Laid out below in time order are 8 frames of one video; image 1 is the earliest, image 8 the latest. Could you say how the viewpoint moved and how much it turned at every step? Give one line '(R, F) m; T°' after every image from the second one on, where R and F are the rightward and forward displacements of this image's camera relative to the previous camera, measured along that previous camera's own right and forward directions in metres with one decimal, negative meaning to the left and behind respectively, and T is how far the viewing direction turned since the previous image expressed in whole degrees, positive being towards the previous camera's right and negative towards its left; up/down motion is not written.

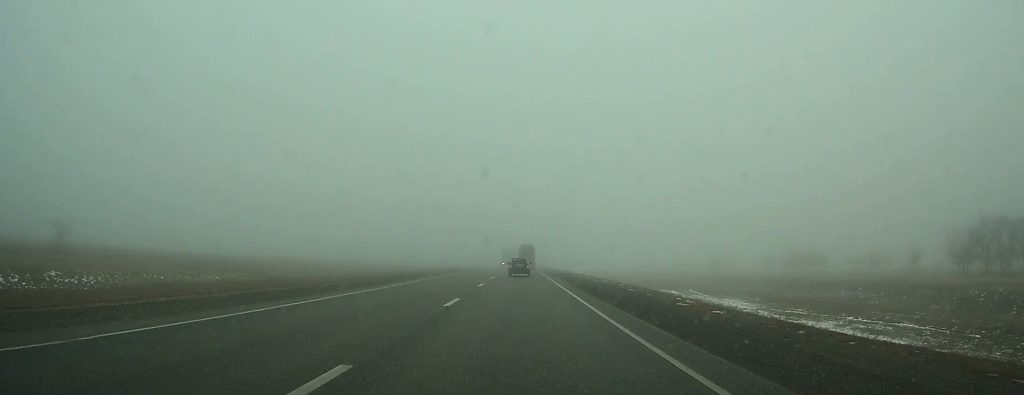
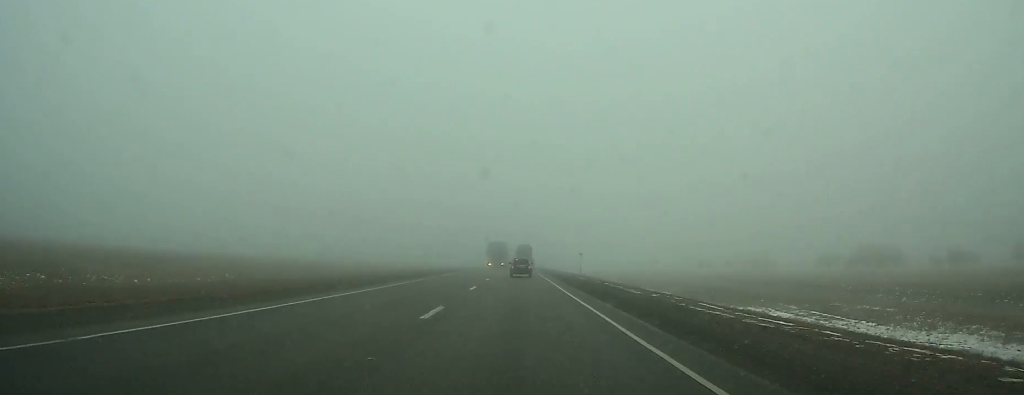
(+0.3, +27.6) m; 0°
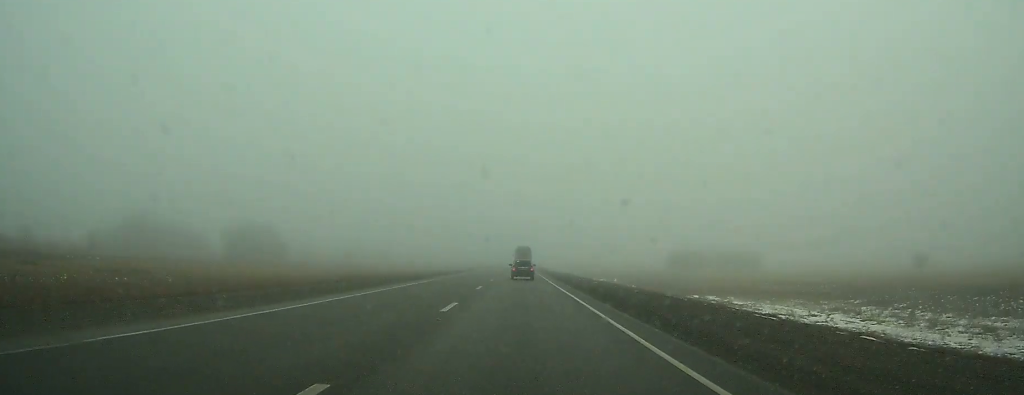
(-0.2, +171.2) m; 0°
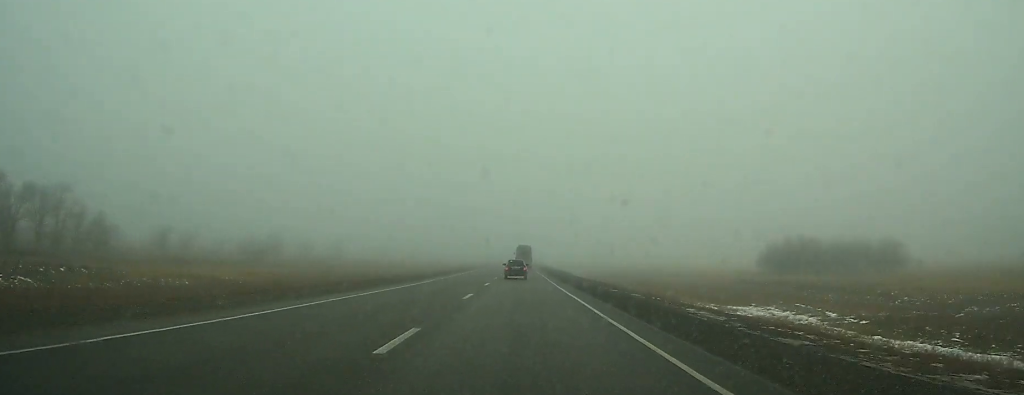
(0.0, +80.8) m; 0°
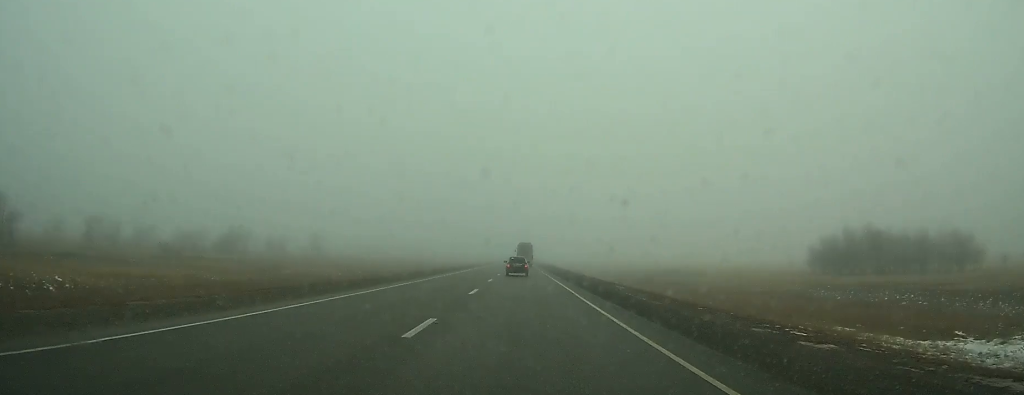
(0.0, +21.3) m; 0°
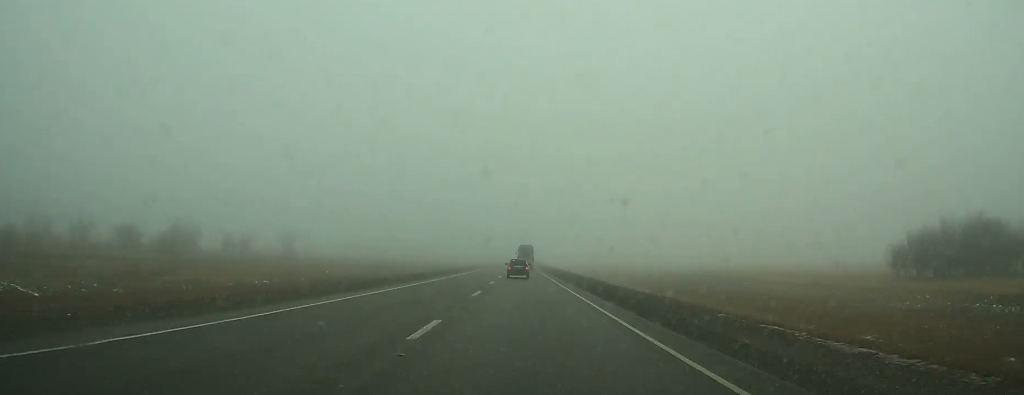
(0.0, +22.9) m; 0°
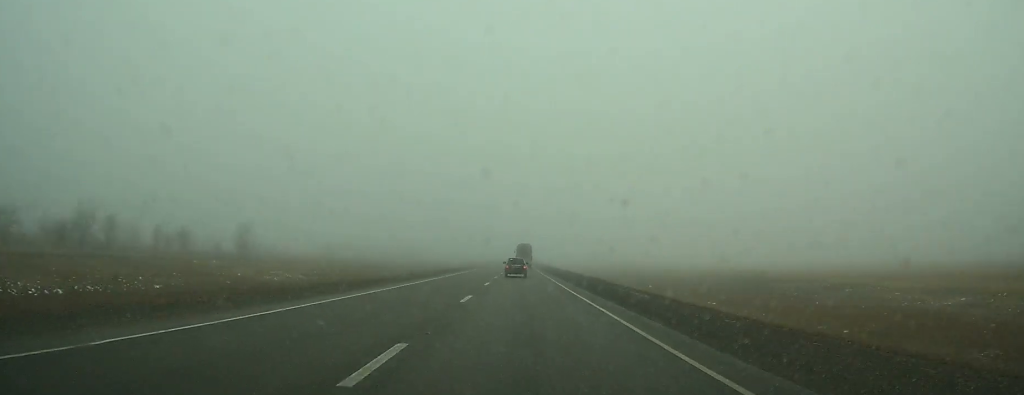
(0.0, +26.2) m; 0°
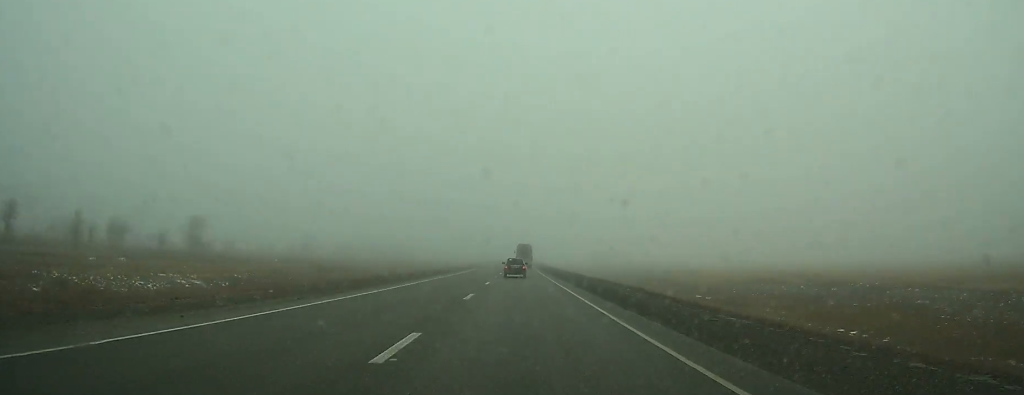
(0.0, +21.7) m; 0°
